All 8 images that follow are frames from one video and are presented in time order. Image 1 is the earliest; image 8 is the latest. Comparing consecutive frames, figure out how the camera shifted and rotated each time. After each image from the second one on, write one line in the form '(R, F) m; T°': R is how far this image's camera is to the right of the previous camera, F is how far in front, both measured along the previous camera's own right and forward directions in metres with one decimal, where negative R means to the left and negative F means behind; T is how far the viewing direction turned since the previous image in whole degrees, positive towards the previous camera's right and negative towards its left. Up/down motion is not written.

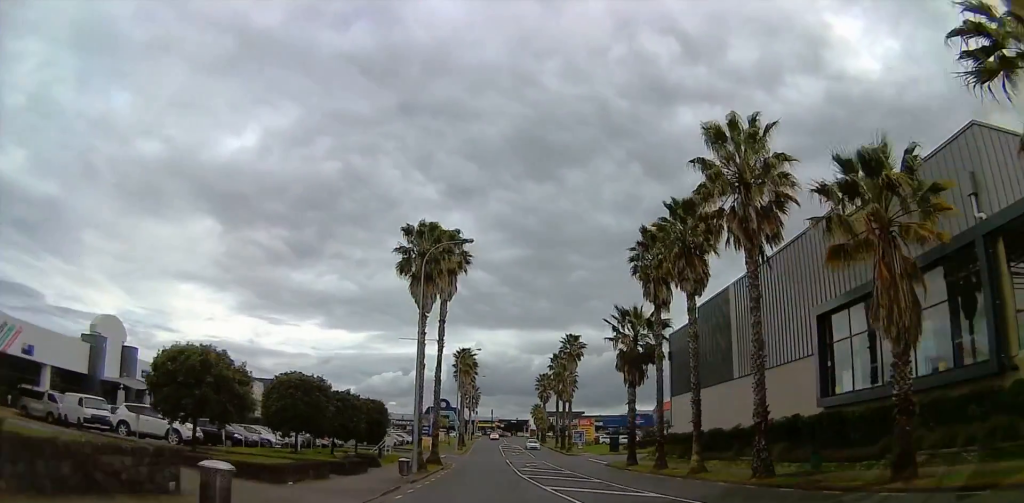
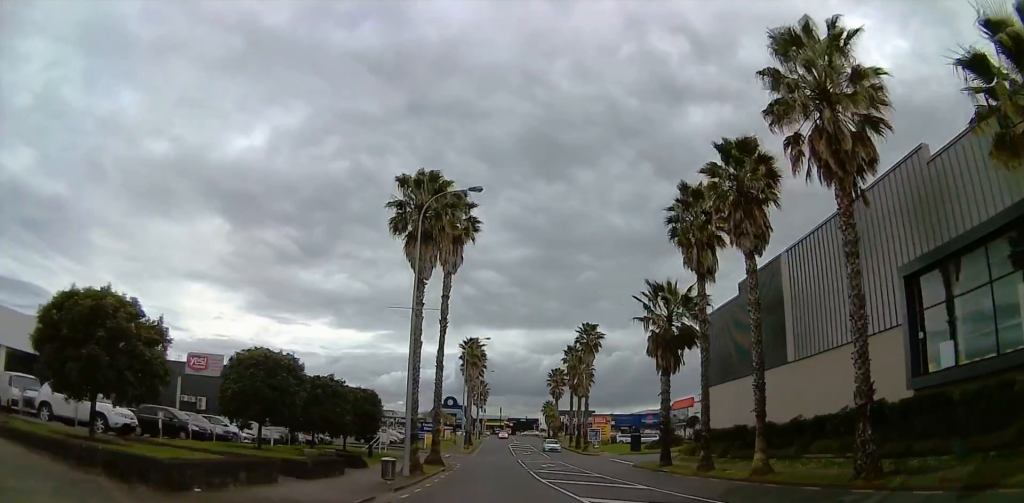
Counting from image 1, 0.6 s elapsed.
(-0.1, +6.4) m; -2°
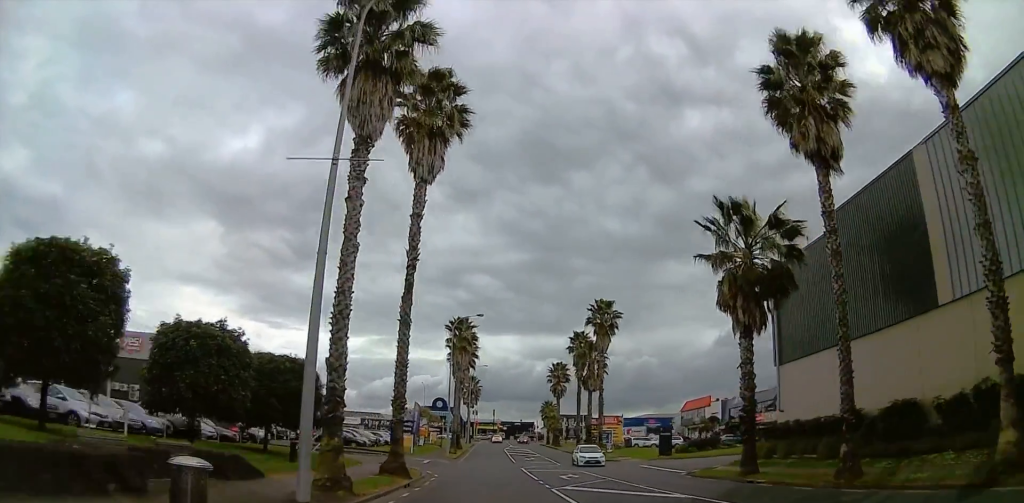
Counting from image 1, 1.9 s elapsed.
(-0.5, +13.7) m; -1°
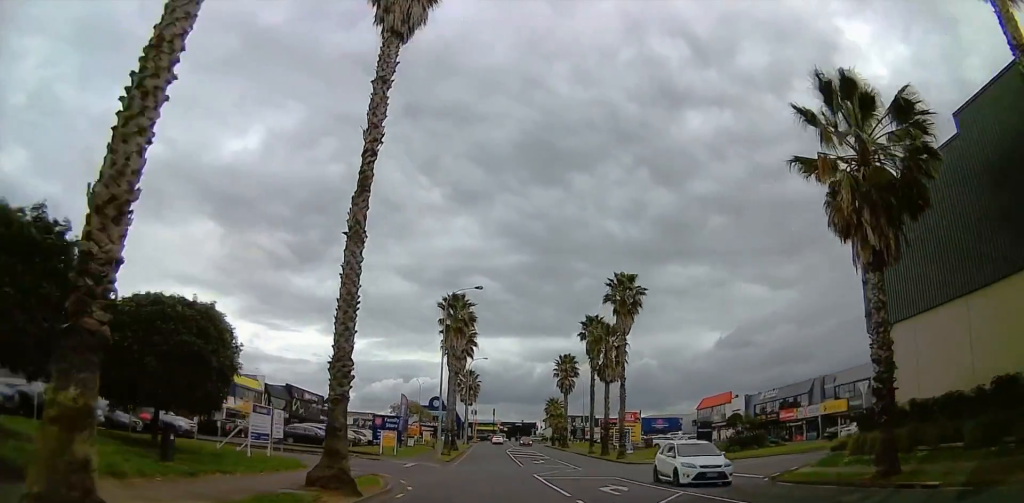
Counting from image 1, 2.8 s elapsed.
(+0.2, +9.4) m; +3°
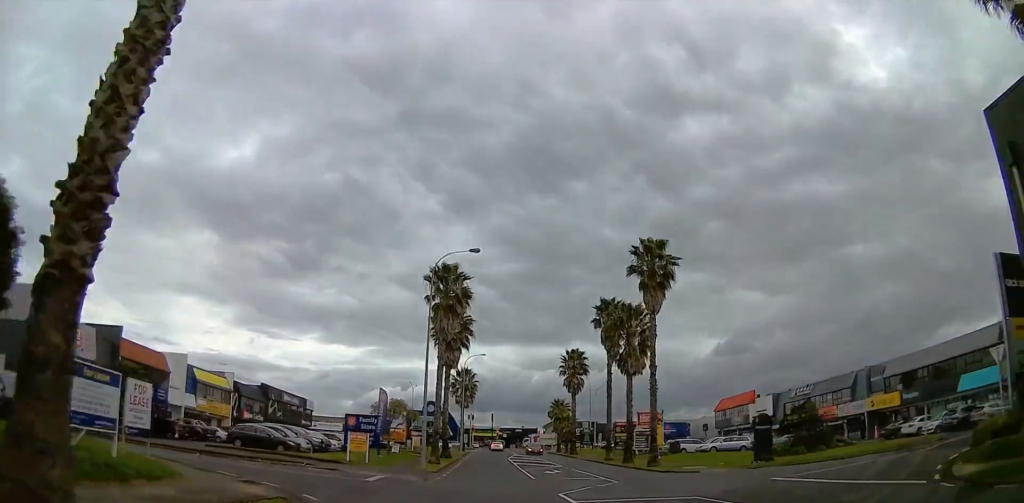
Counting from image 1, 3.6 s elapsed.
(+0.4, +10.0) m; +1°
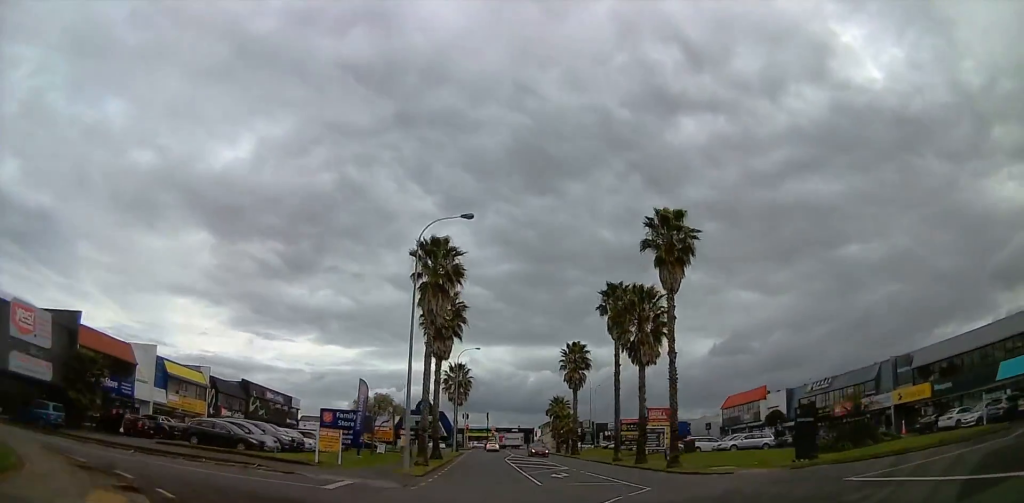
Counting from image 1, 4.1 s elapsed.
(+0.2, +5.5) m; -2°
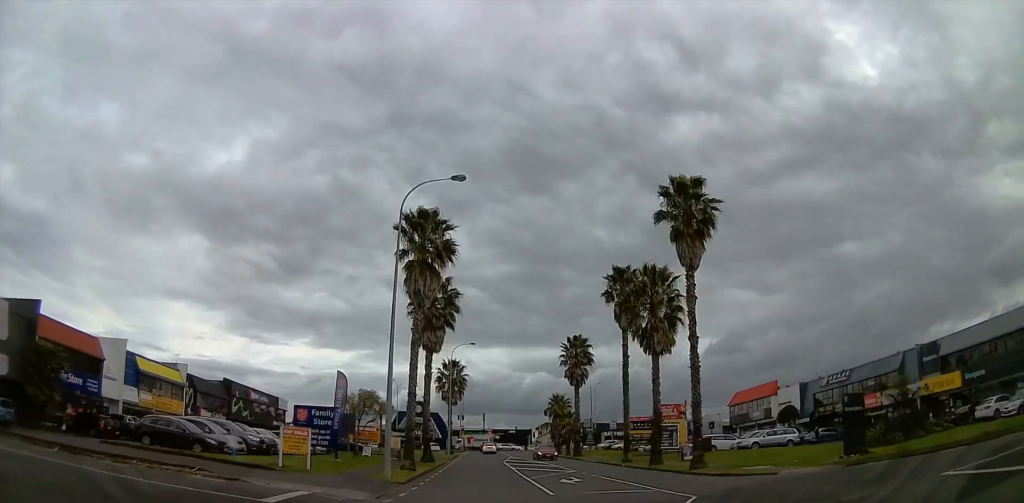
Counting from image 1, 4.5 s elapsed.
(-0.1, +4.6) m; -1°
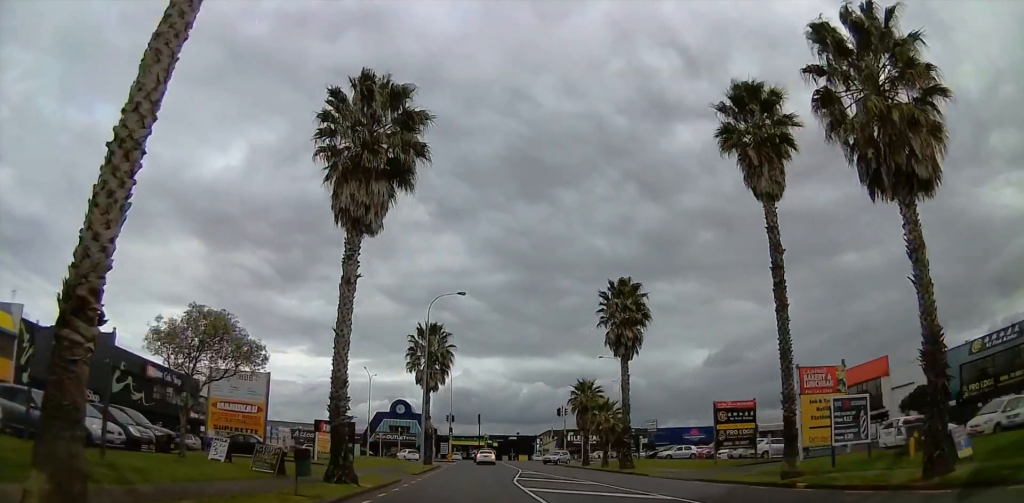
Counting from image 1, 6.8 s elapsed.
(-0.1, +26.3) m; +2°
